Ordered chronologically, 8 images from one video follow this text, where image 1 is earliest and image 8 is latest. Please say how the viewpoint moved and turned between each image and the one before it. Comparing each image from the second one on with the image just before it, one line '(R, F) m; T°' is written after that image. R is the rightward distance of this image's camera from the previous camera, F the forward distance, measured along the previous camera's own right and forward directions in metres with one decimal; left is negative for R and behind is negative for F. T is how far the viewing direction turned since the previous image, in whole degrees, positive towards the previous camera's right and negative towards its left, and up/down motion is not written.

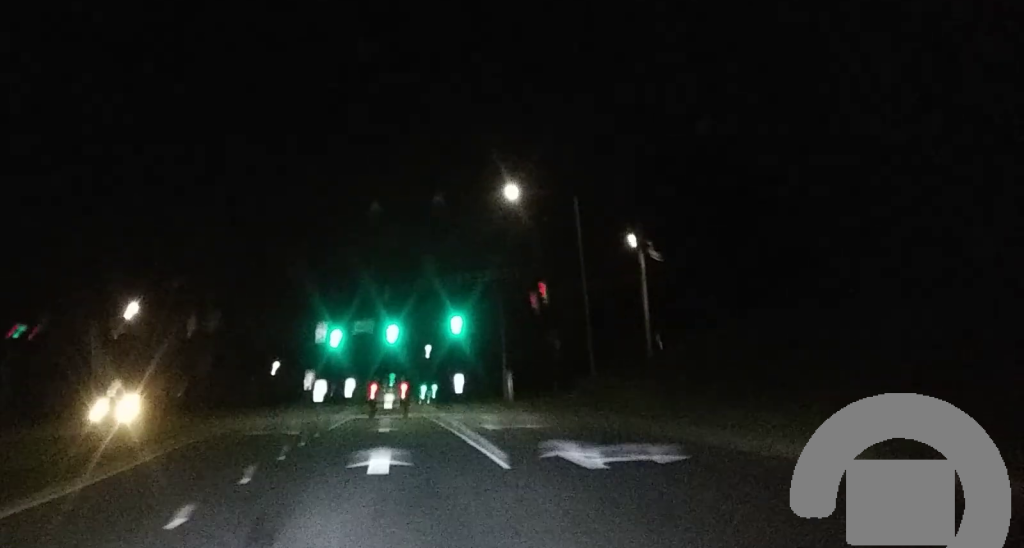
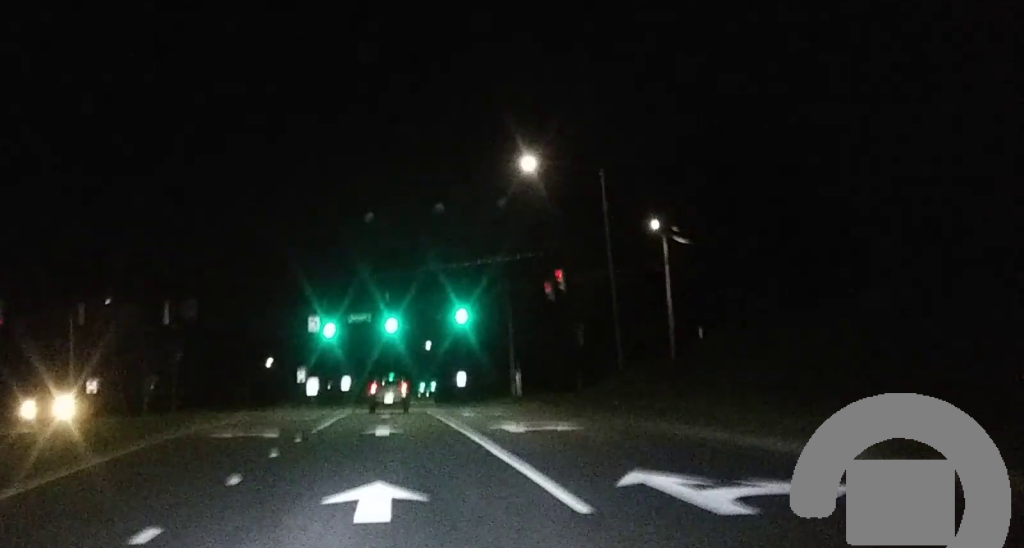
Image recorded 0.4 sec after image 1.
(0.0, +5.7) m; 0°
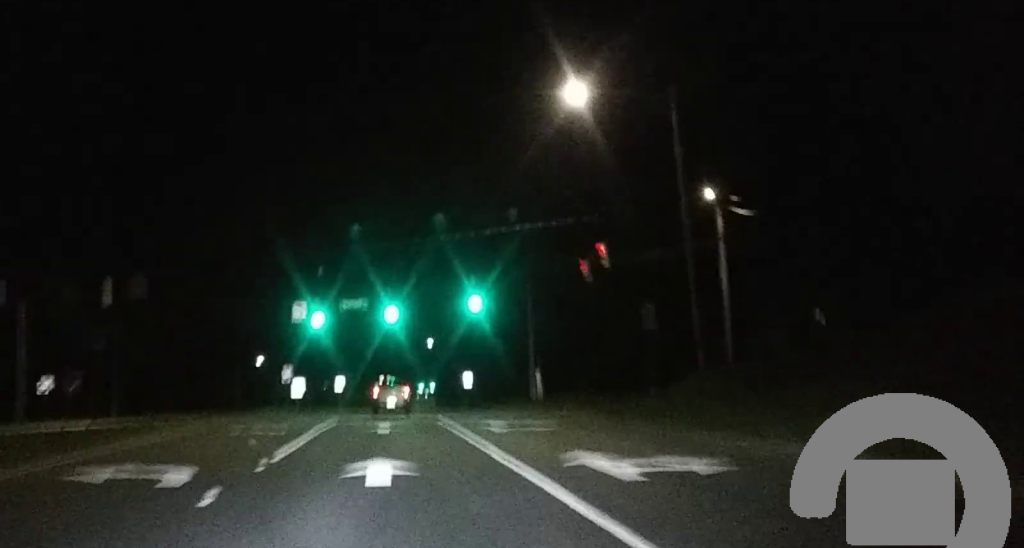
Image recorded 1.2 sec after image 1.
(0.0, +11.0) m; -1°
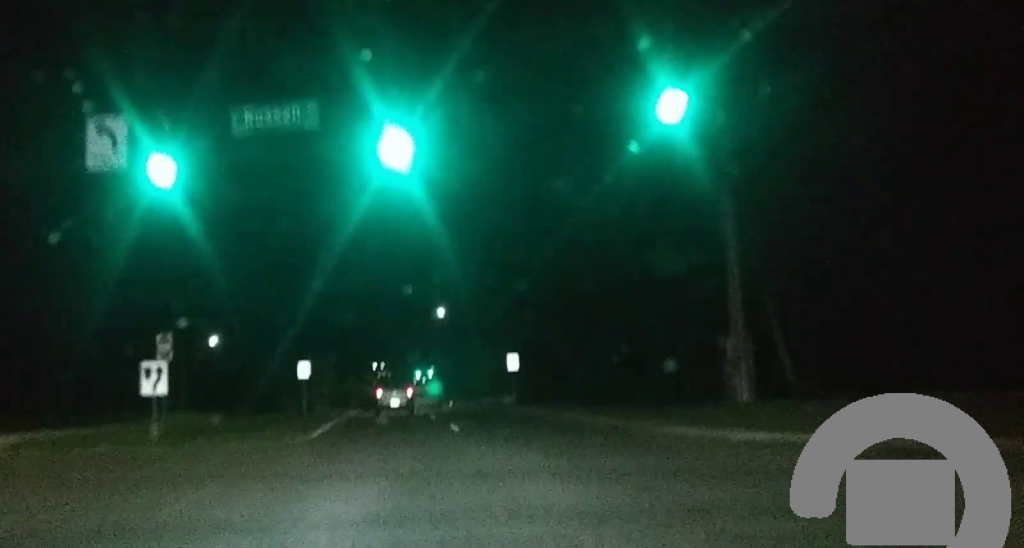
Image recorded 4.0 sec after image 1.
(-1.0, +40.9) m; -2°
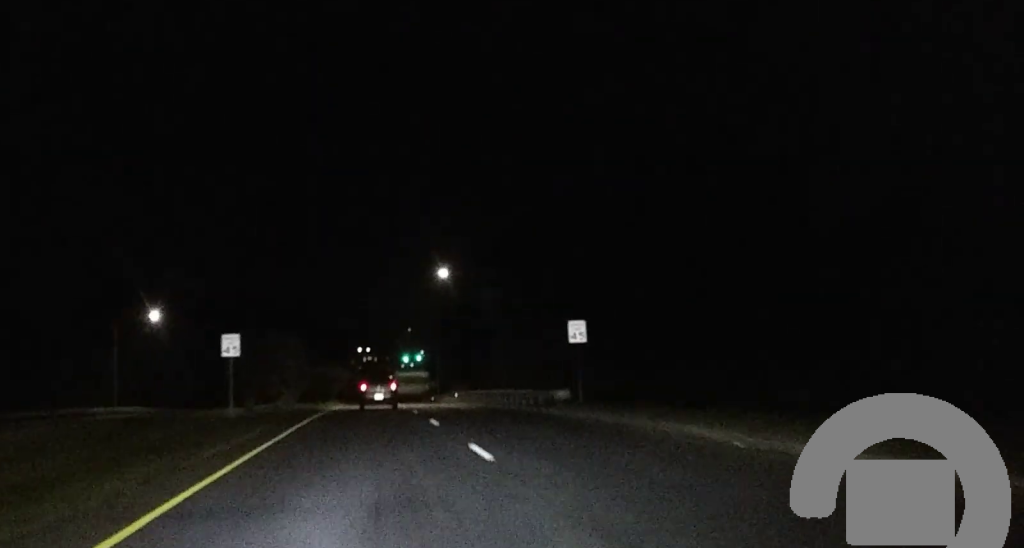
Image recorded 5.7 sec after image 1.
(+0.4, +25.4) m; +3°
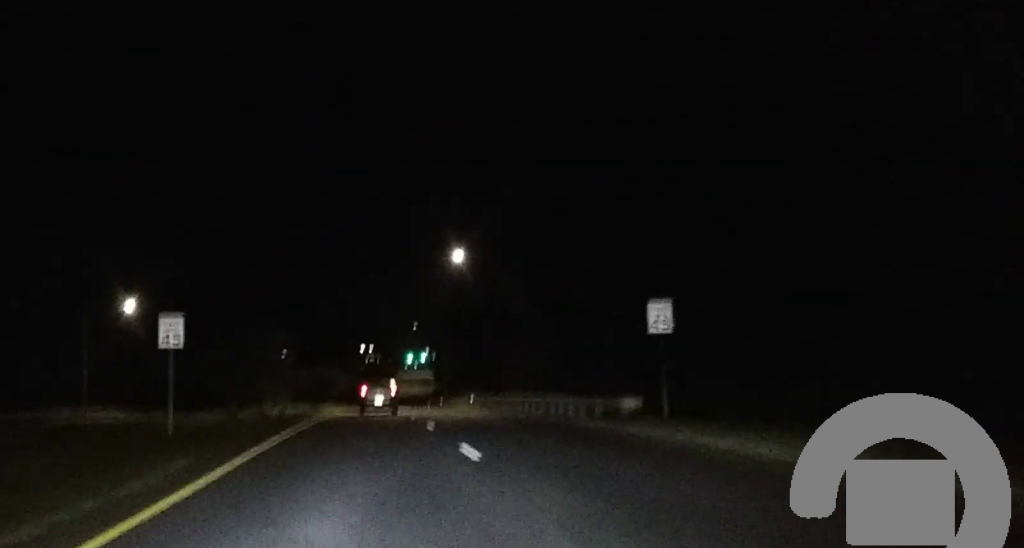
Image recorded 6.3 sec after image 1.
(+0.5, +10.7) m; +1°
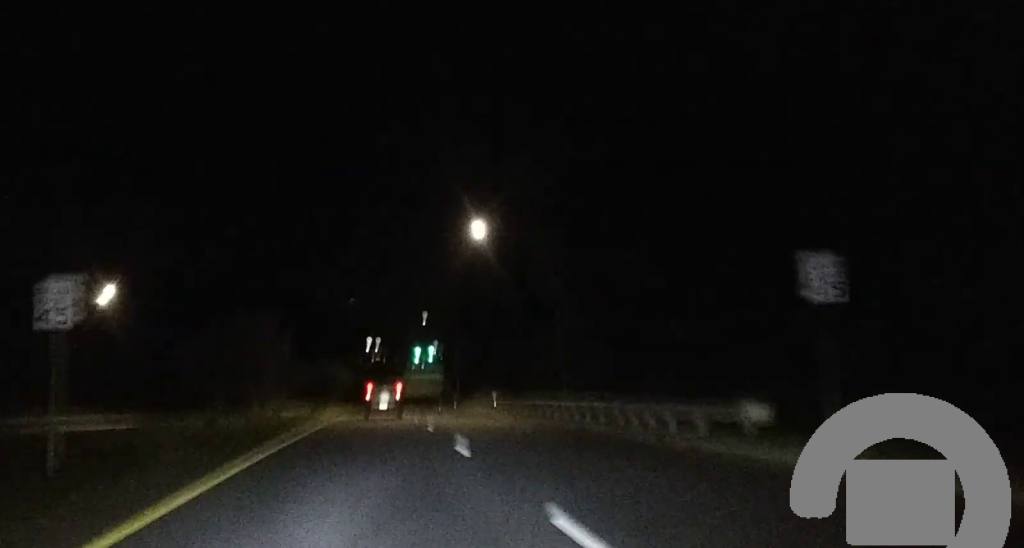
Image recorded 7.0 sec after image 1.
(-0.2, +10.3) m; -1°
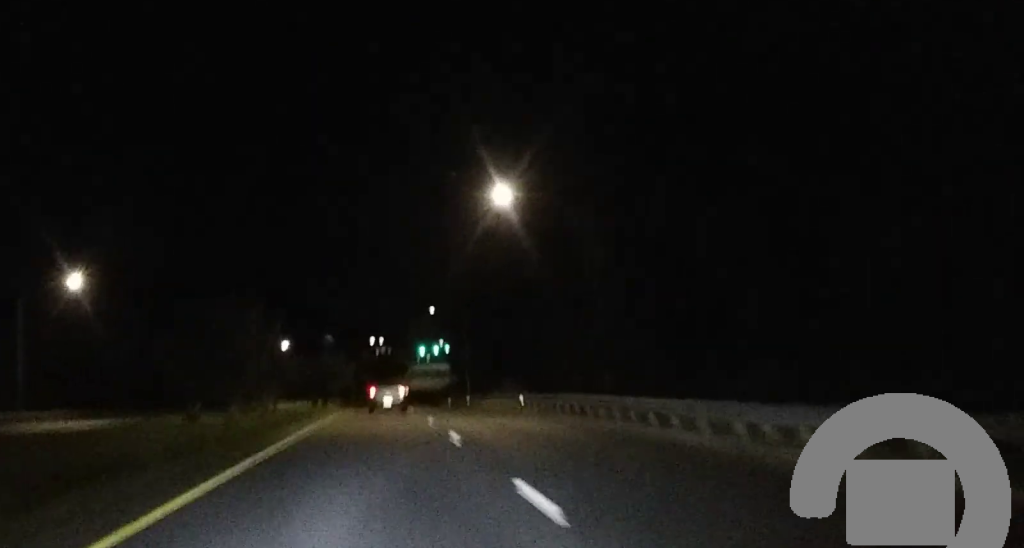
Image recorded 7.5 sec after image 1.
(-0.1, +9.3) m; -1°
